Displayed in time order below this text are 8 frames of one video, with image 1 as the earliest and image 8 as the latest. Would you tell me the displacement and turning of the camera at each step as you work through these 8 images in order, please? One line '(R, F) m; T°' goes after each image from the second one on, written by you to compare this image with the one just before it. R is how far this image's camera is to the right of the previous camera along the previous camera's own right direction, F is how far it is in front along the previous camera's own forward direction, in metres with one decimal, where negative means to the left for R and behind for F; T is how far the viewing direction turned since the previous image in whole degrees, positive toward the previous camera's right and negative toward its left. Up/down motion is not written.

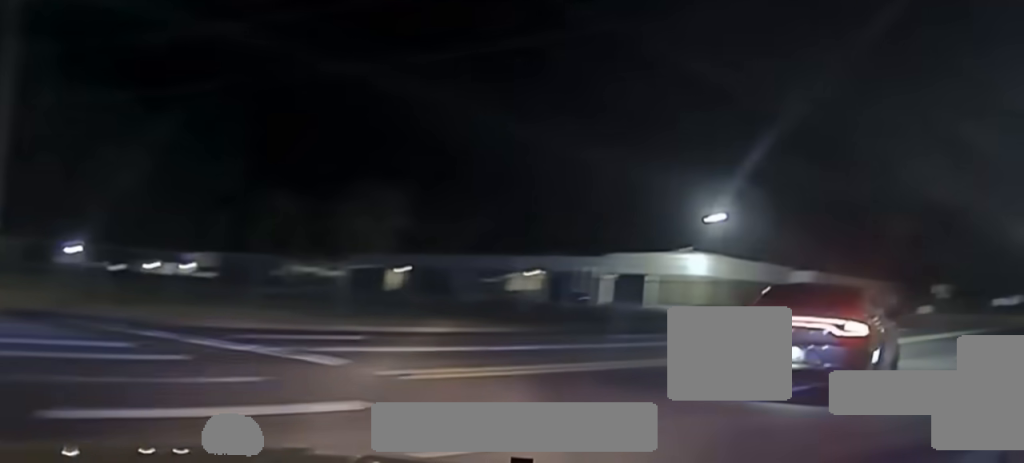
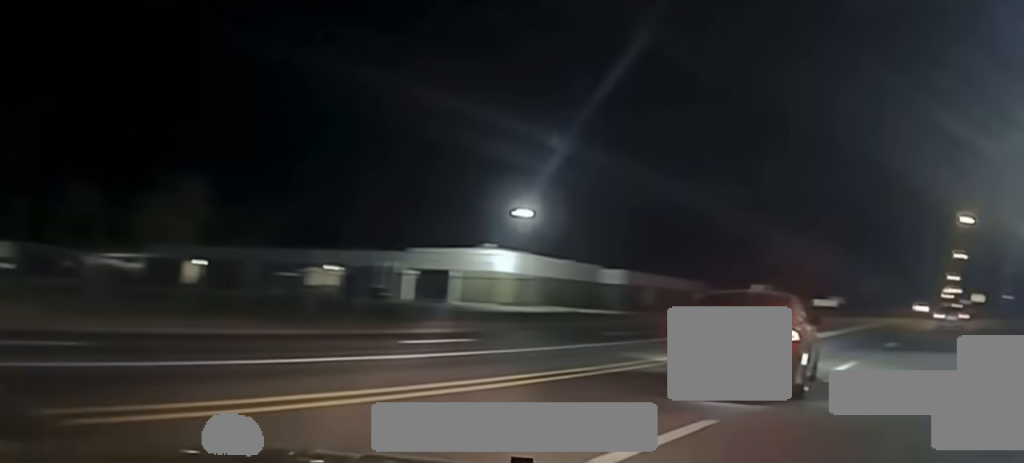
(0.0, +2.9) m; +10°
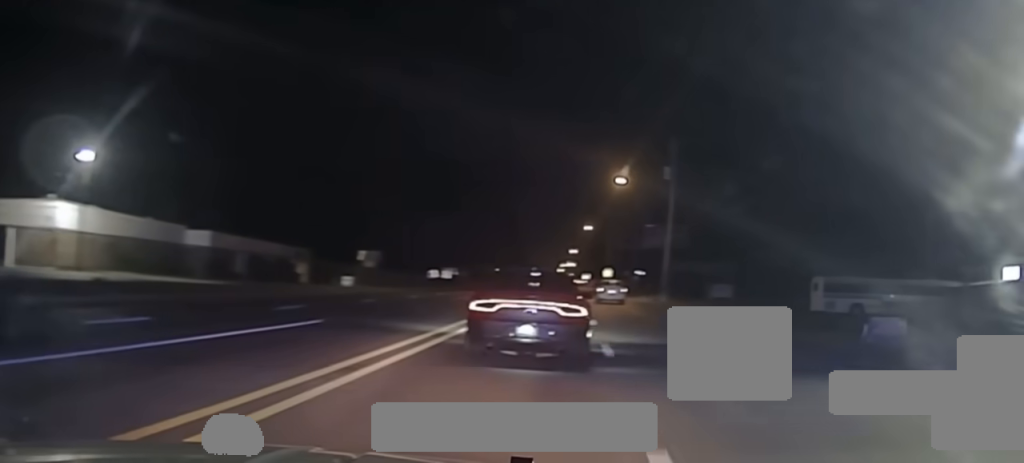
(+2.4, +13.4) m; +16°
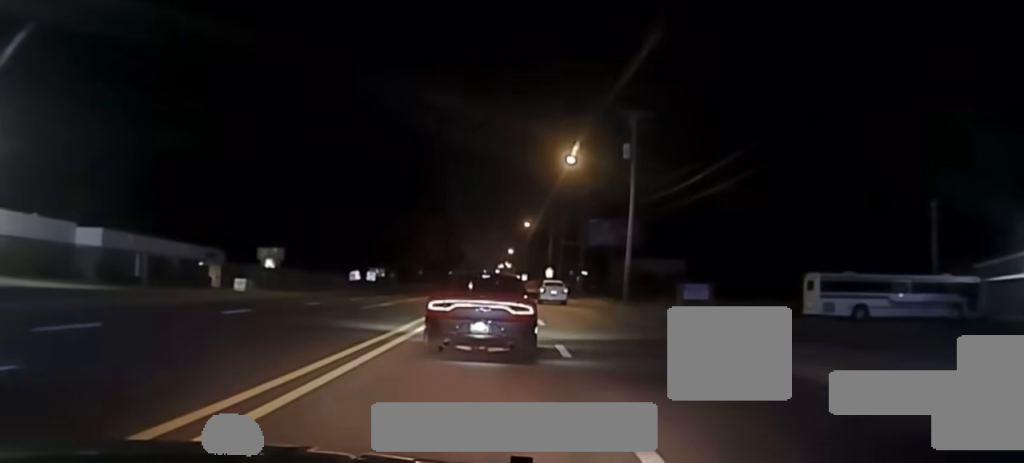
(+0.6, +11.7) m; +5°
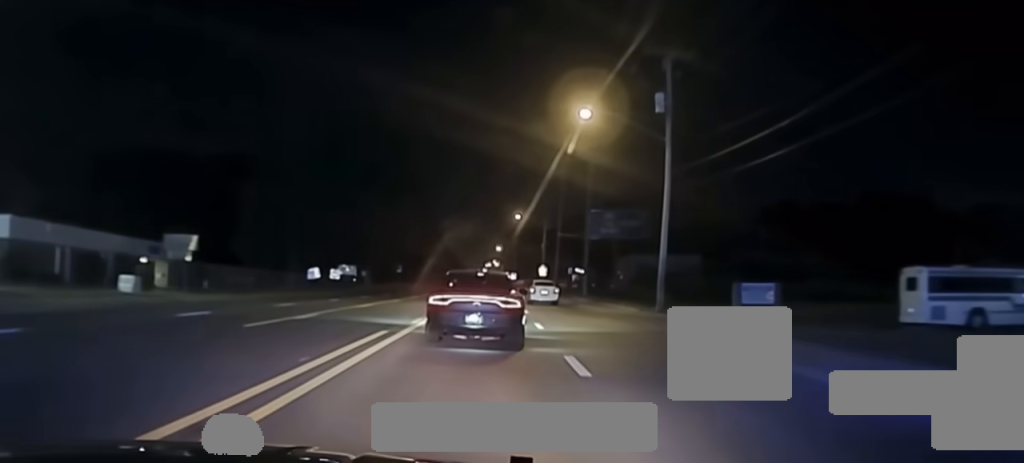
(+0.4, +18.8) m; +1°
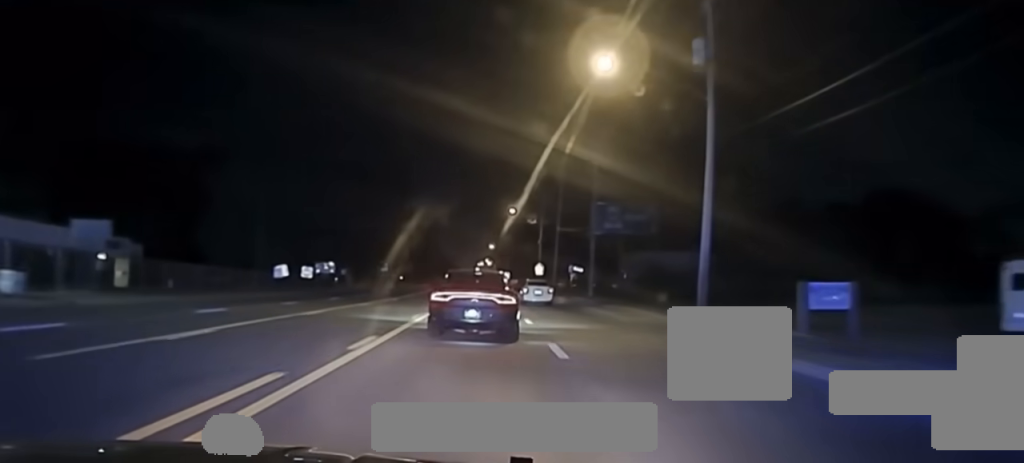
(+0.1, +11.7) m; 0°
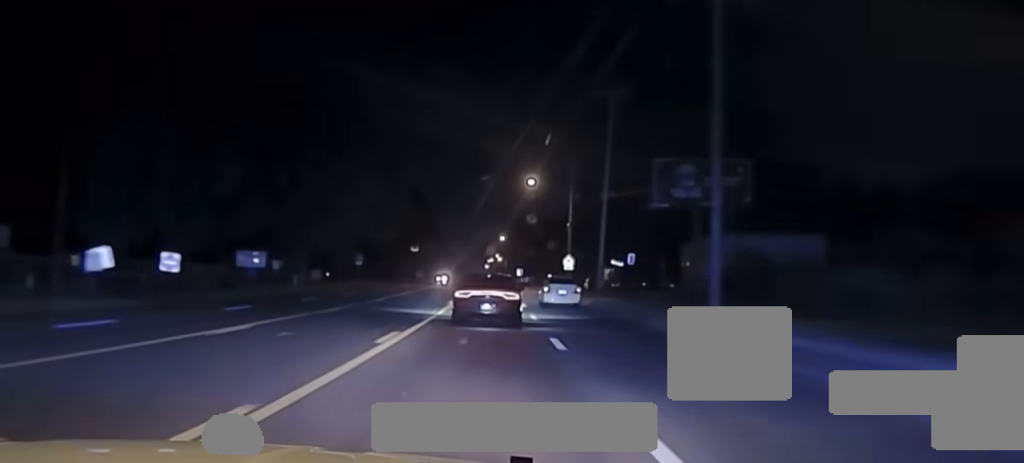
(-0.4, +37.4) m; -1°
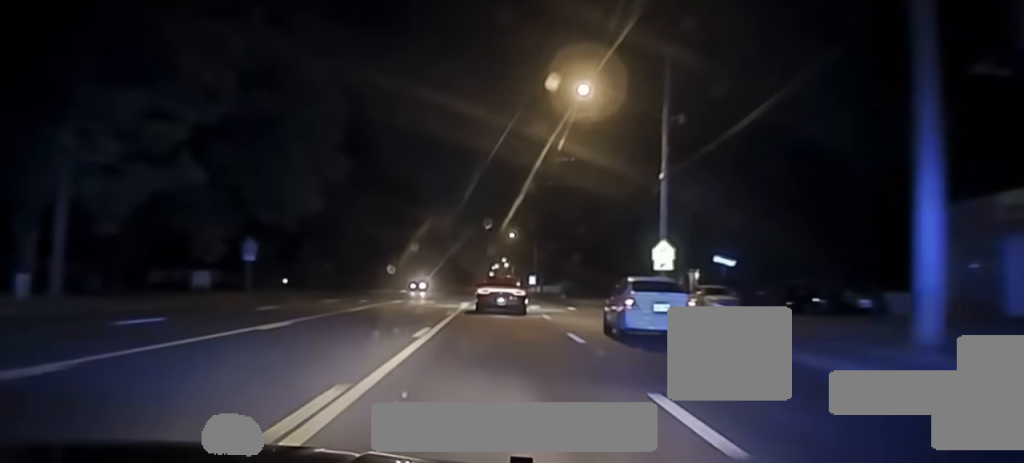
(-0.1, +45.1) m; -1°
